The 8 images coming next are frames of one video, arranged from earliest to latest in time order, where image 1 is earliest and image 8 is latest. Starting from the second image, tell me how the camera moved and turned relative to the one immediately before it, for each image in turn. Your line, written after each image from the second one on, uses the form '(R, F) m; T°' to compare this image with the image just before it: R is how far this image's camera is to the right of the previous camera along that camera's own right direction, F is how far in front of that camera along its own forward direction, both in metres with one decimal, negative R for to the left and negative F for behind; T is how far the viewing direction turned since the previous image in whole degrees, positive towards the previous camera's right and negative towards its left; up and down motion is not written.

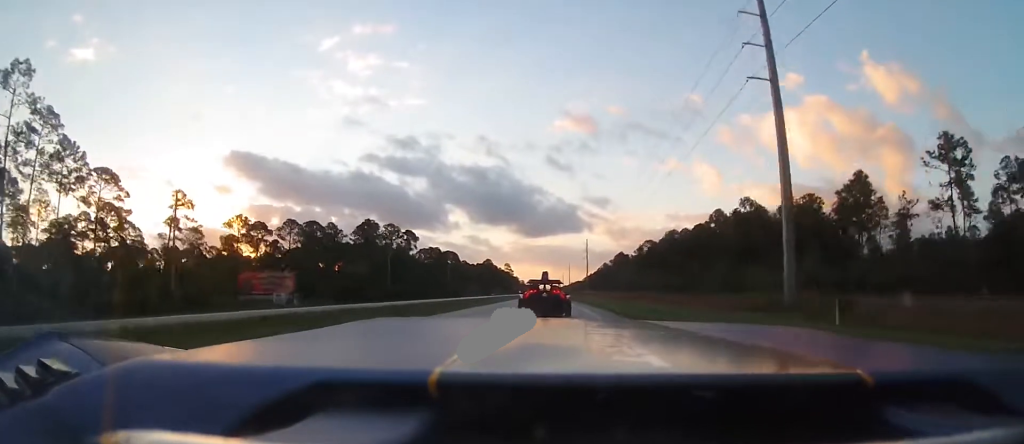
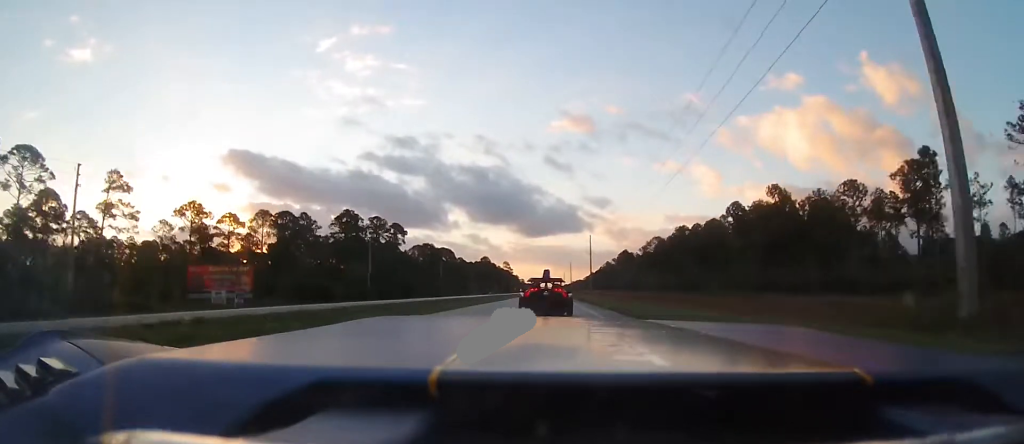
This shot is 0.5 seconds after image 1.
(-0.1, +15.0) m; 0°
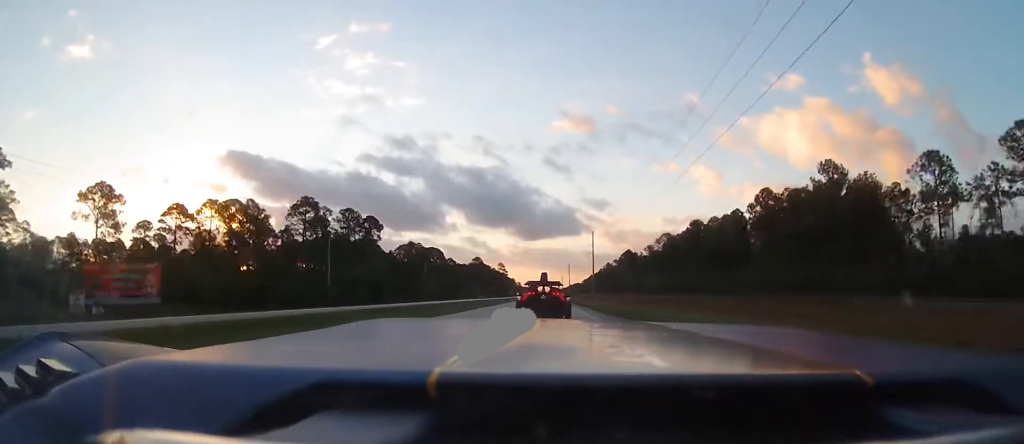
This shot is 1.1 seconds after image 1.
(+0.1, +21.3) m; 0°
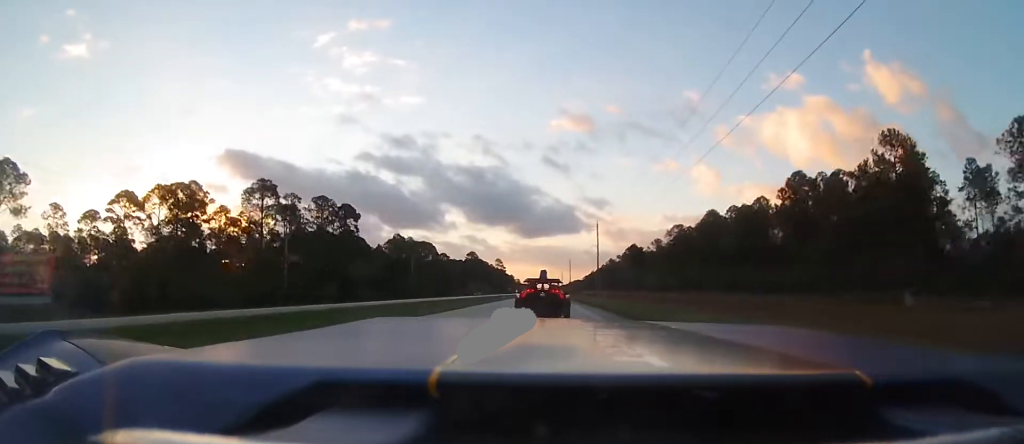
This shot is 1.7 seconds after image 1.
(+0.1, +16.9) m; 0°
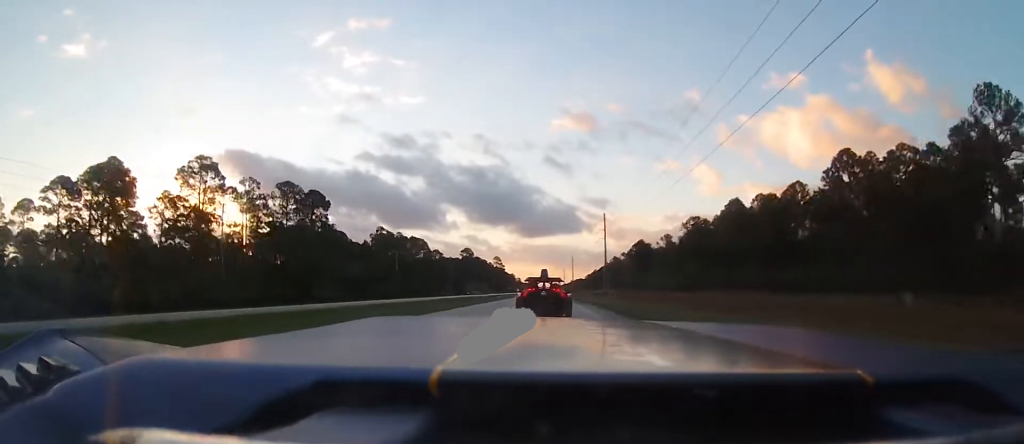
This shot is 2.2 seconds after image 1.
(0.0, +17.7) m; 0°
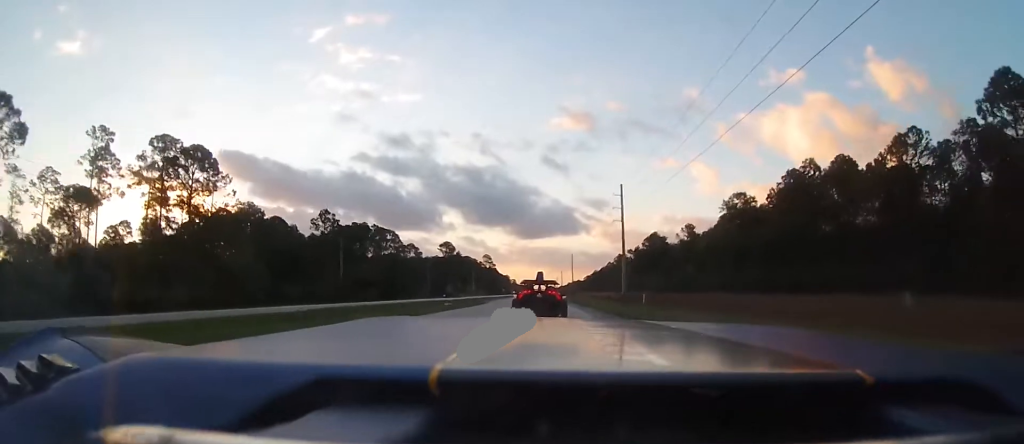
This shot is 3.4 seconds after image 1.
(-0.3, +37.2) m; -1°
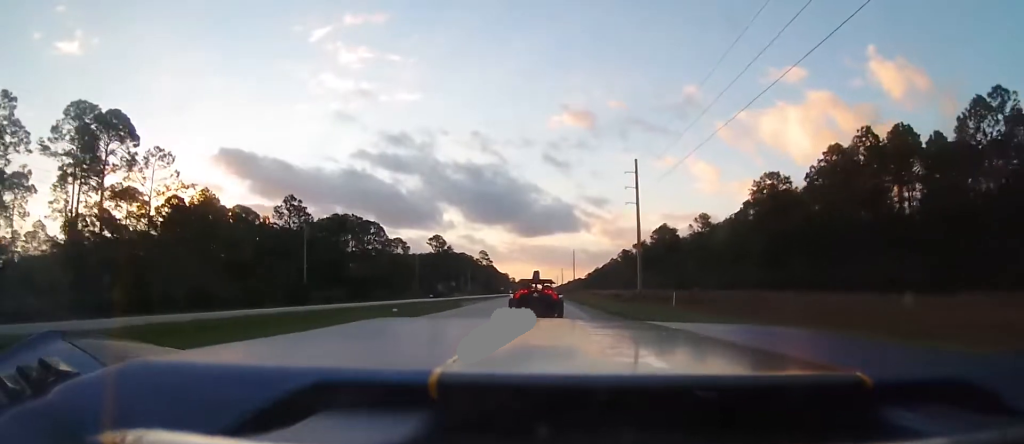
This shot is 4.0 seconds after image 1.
(-0.1, +16.5) m; 0°
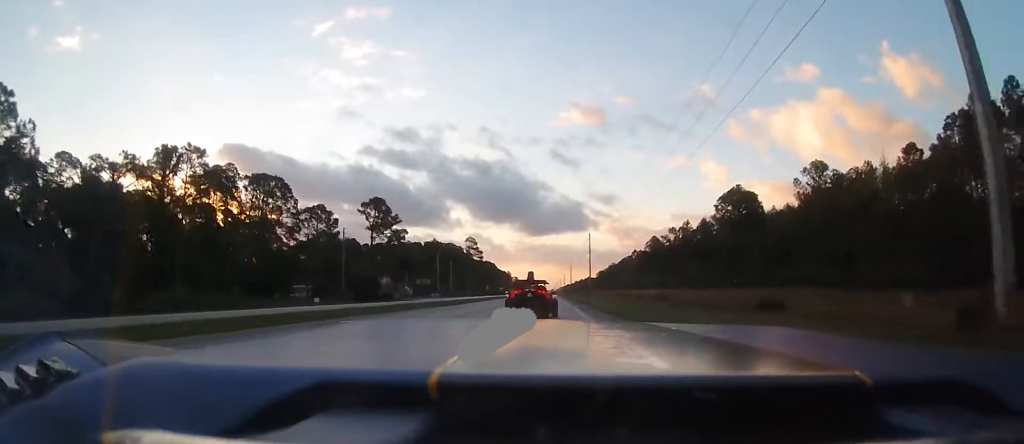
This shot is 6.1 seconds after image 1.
(+0.6, +66.1) m; 0°
